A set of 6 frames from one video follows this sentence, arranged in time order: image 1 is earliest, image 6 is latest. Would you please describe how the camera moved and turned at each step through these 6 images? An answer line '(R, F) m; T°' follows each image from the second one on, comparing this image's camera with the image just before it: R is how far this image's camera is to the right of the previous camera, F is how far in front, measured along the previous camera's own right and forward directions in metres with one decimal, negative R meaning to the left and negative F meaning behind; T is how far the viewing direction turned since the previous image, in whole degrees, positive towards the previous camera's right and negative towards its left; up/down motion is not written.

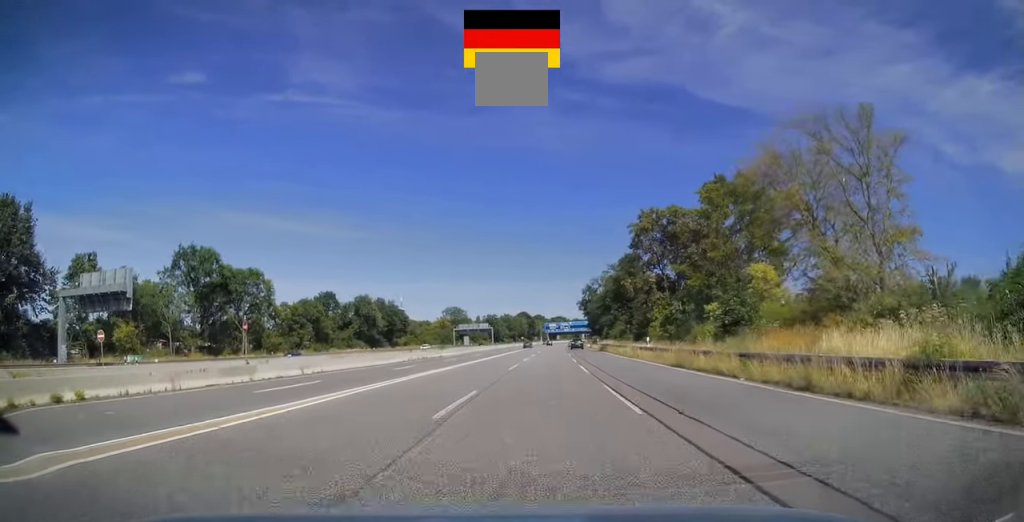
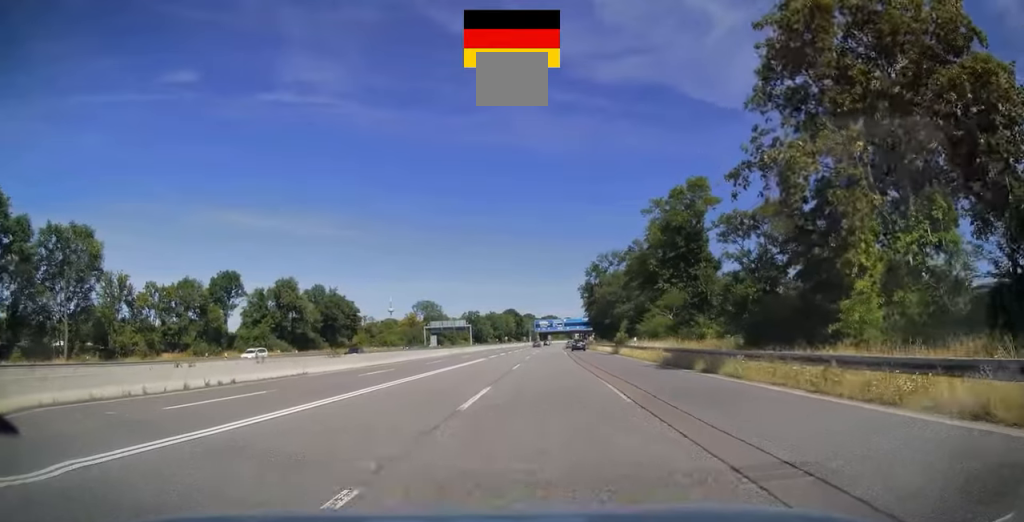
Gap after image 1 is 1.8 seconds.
(+0.4, +42.0) m; 0°
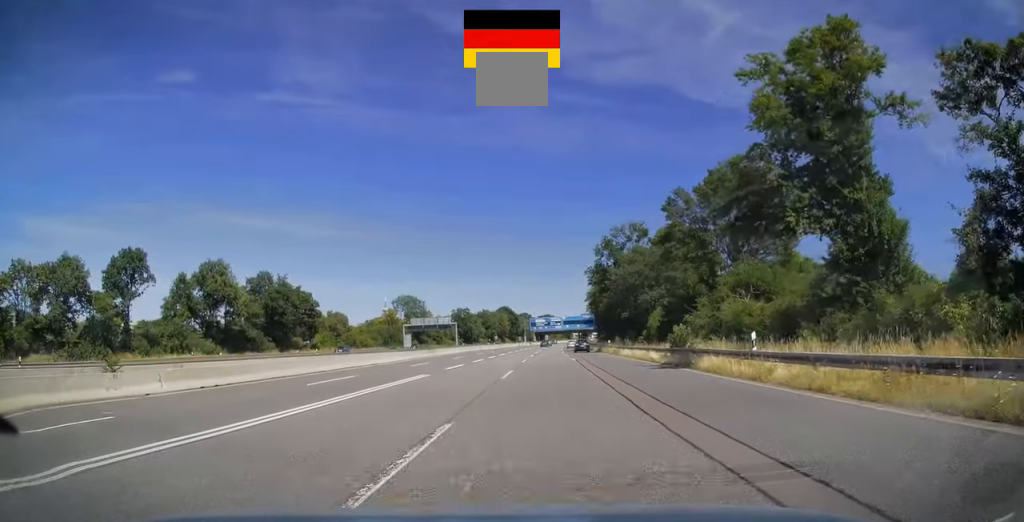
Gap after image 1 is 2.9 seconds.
(-0.2, +25.6) m; +1°
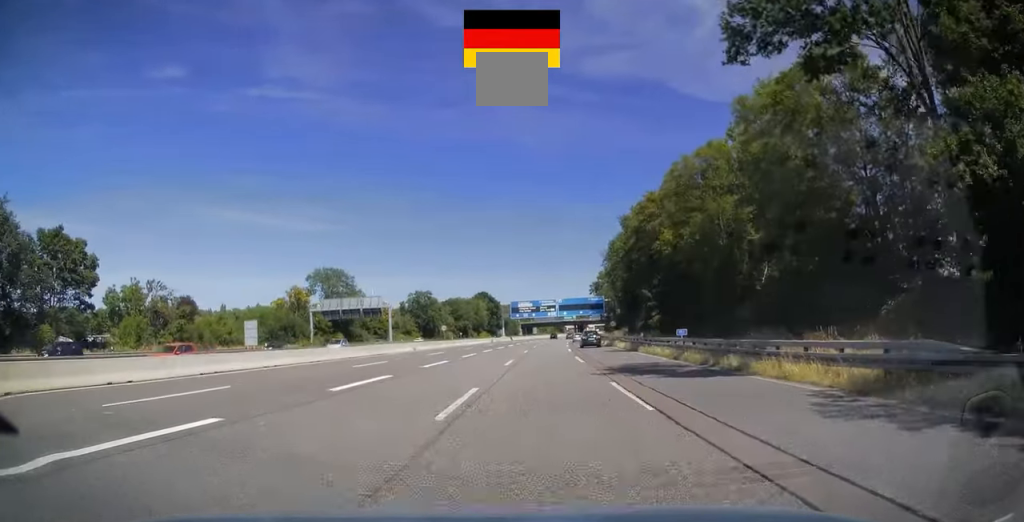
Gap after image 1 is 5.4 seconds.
(+0.2, +65.0) m; 0°
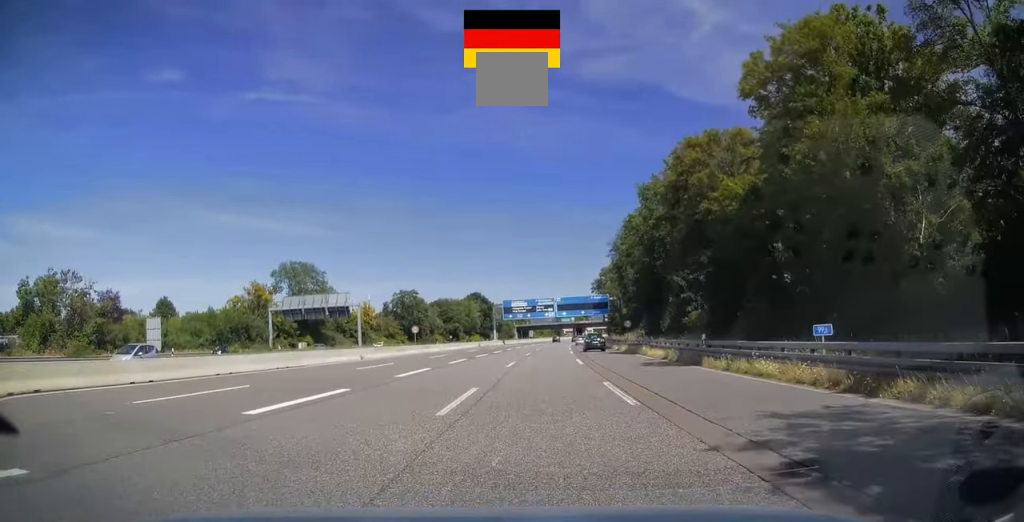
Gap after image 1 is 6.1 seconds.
(+0.1, +16.8) m; +1°
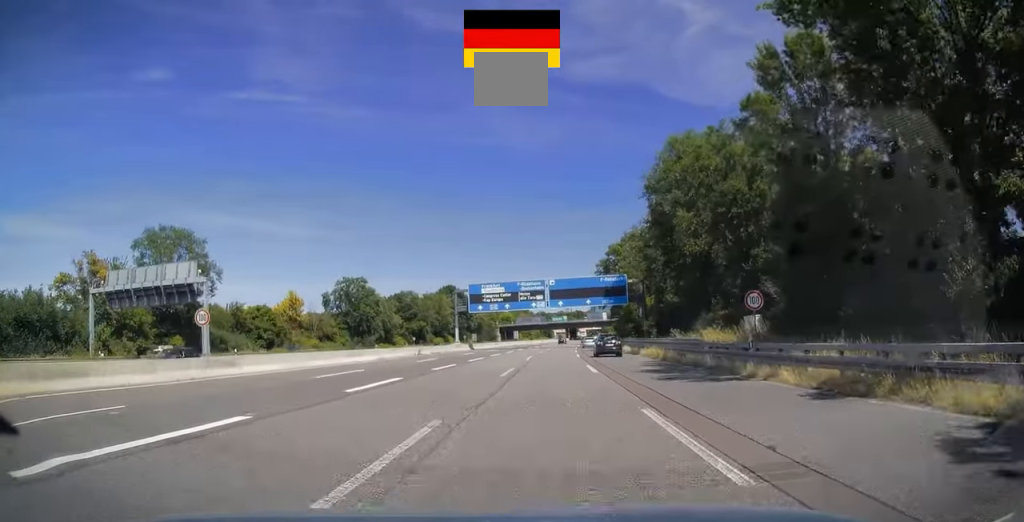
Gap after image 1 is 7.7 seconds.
(+0.5, +42.0) m; +1°
